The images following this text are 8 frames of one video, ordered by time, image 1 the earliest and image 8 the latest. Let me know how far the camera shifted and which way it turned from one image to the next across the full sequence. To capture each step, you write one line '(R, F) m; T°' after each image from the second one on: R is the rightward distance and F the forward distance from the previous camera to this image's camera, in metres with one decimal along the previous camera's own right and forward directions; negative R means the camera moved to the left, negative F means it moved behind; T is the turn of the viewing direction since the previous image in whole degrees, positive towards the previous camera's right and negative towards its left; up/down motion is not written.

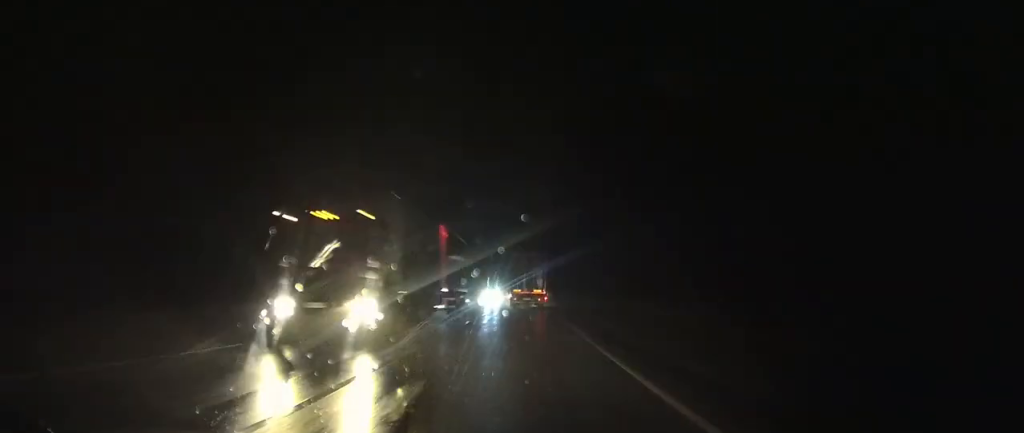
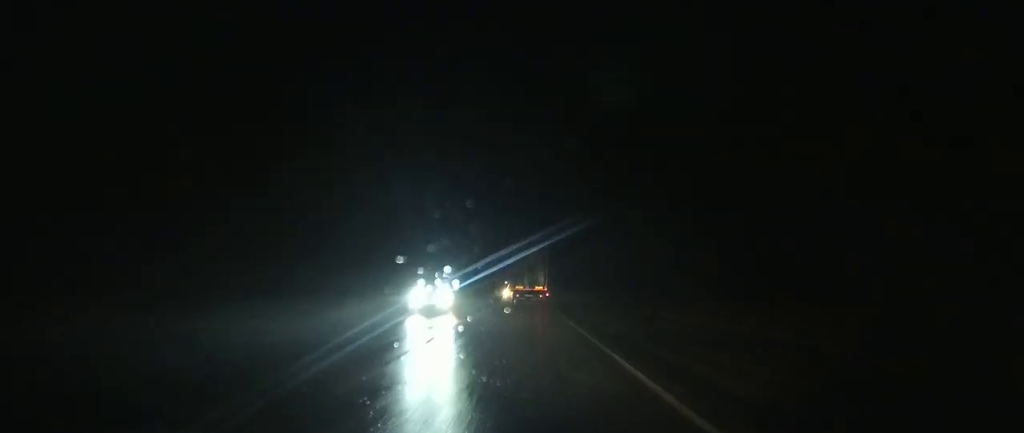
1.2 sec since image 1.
(-0.2, +23.0) m; 0°
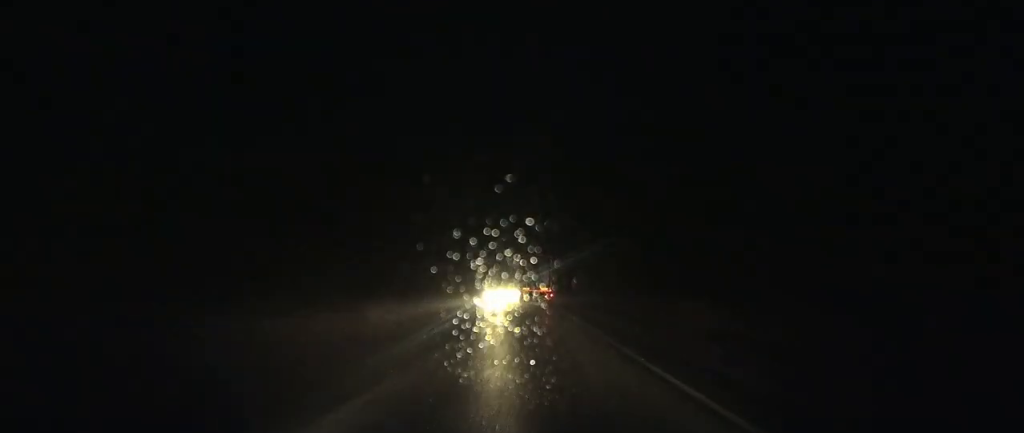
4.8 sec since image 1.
(+0.3, +69.4) m; +1°
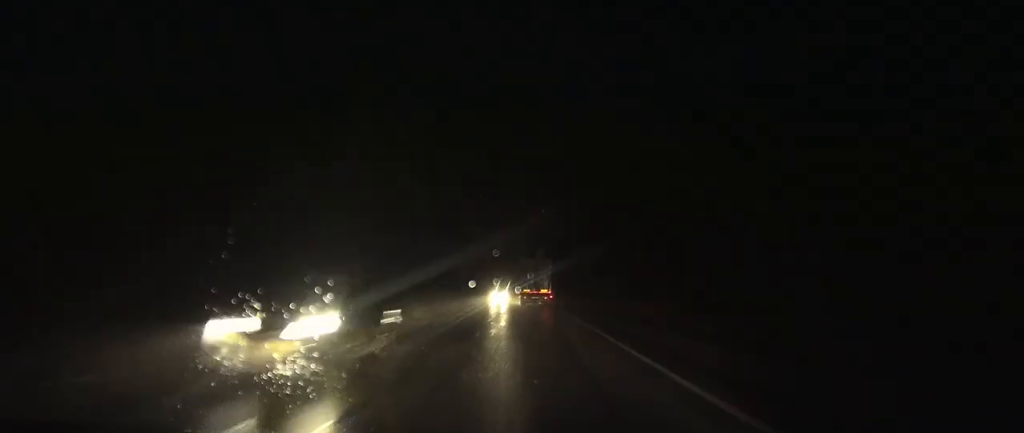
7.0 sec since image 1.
(+0.2, +43.2) m; 0°
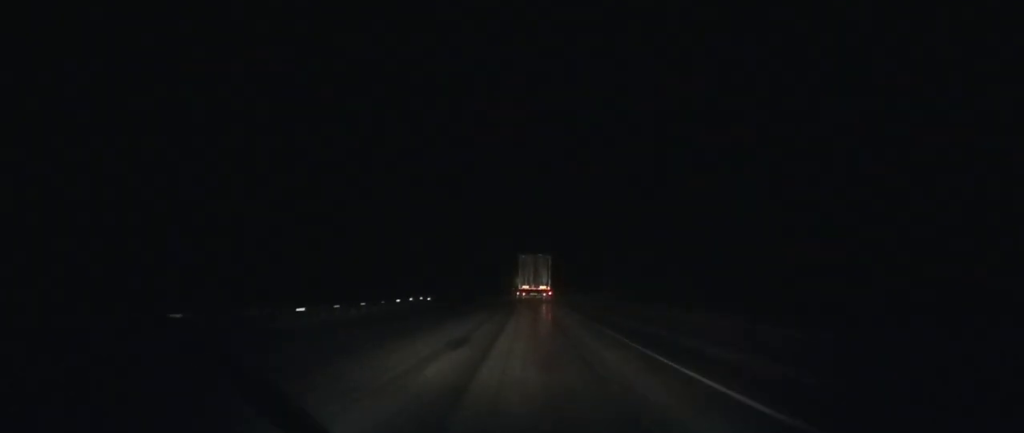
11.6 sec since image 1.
(0.0, +94.2) m; -1°
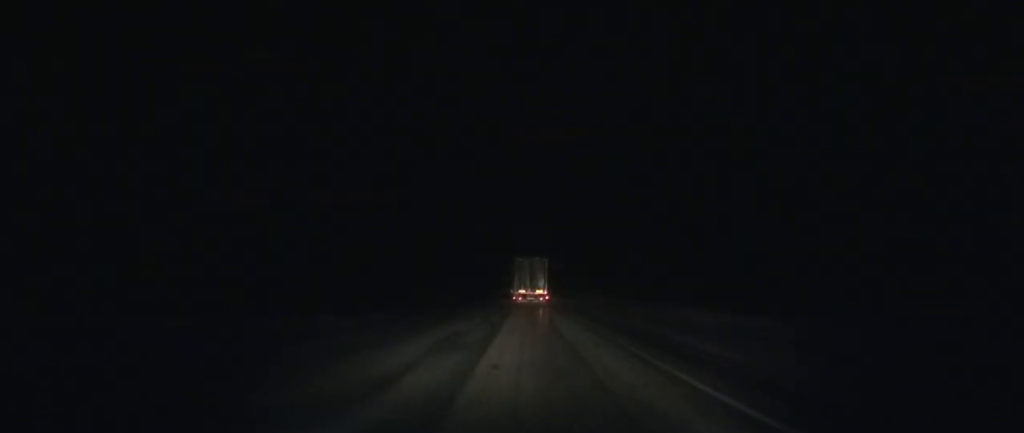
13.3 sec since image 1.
(-0.3, +38.3) m; 0°
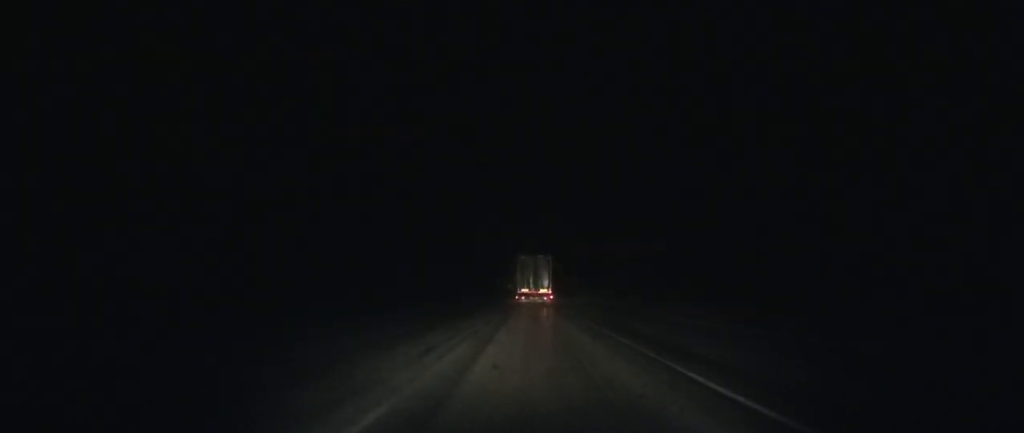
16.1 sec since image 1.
(-0.4, +64.7) m; 0°
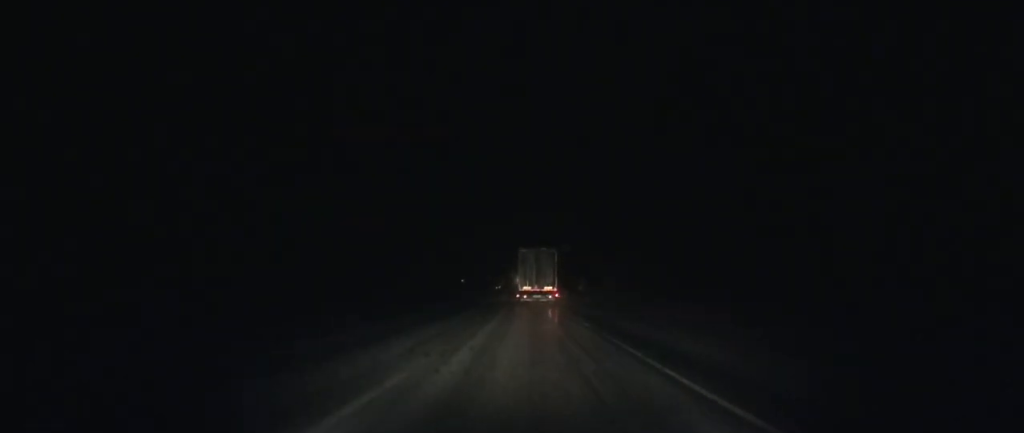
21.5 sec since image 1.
(+0.9, +124.3) m; +1°
